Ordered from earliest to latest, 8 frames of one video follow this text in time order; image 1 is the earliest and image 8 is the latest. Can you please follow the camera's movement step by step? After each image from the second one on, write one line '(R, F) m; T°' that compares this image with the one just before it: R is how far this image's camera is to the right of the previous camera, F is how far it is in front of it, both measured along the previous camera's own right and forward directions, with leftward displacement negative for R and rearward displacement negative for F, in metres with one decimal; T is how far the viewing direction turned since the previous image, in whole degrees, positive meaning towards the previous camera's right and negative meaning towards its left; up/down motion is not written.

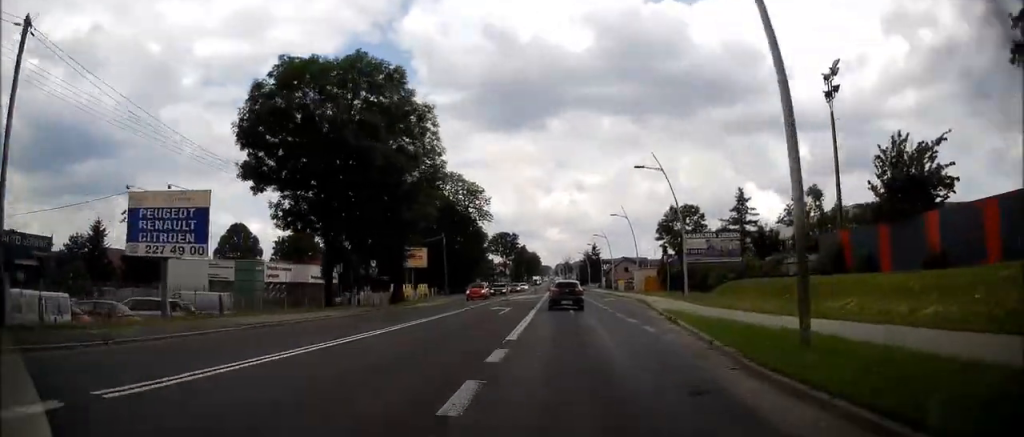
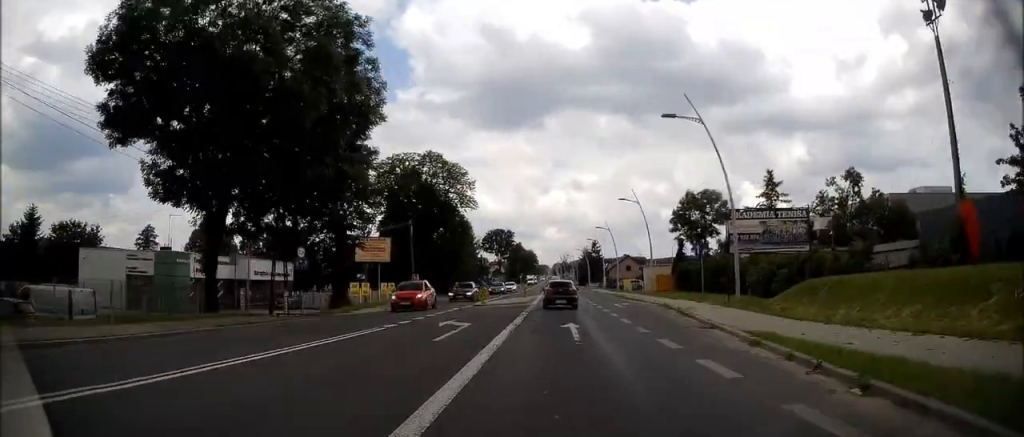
(-0.3, +12.1) m; 0°
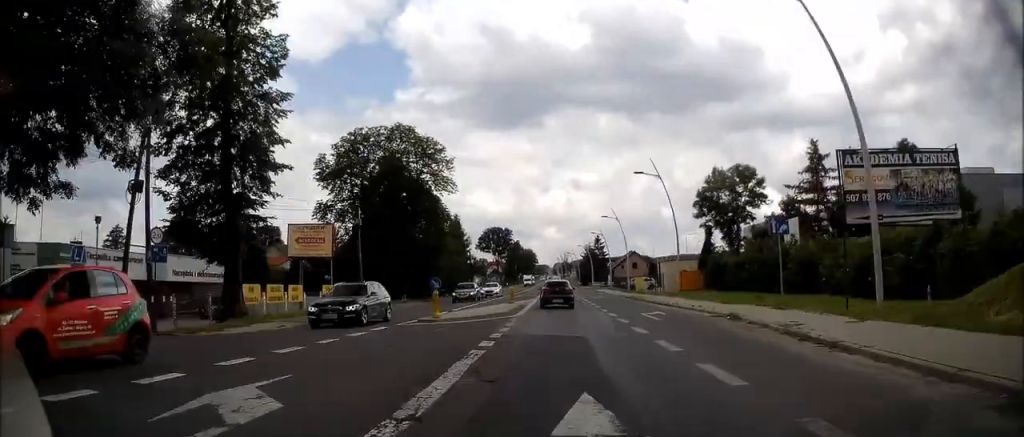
(+0.2, +12.7) m; +1°
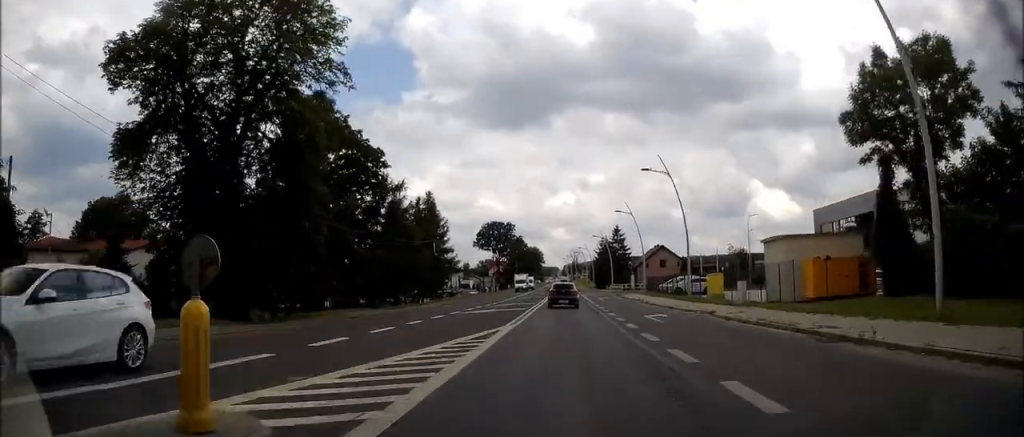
(-0.2, +29.9) m; -2°
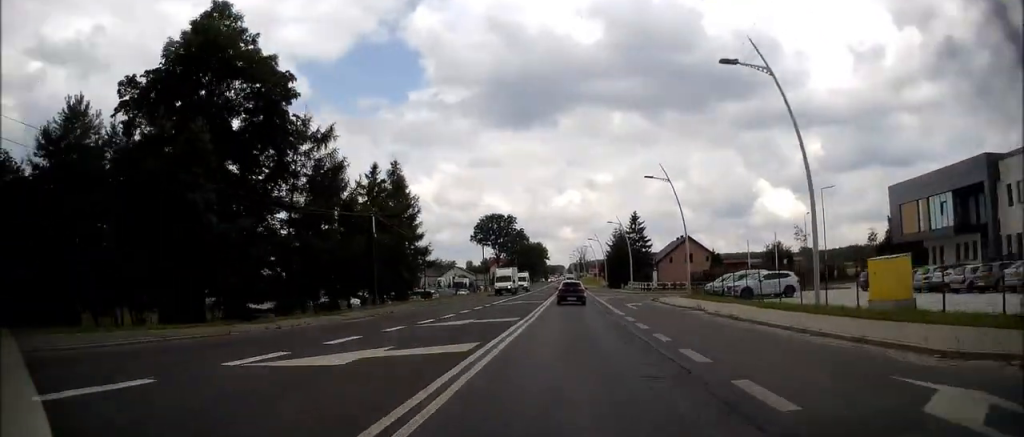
(-0.1, +19.9) m; 0°
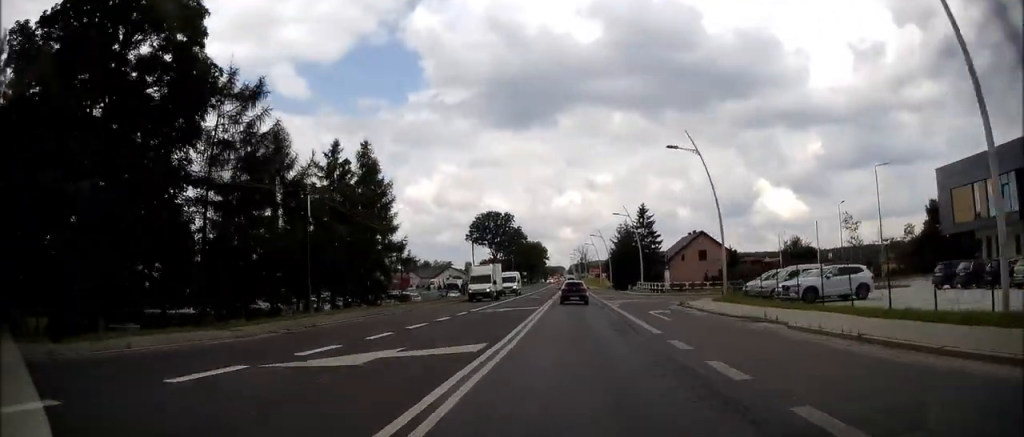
(0.0, +9.8) m; 0°
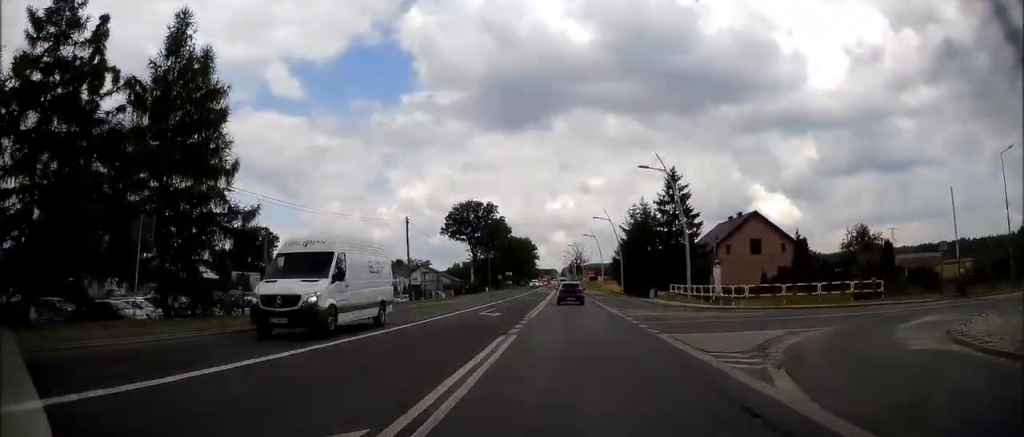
(+0.3, +28.3) m; +1°
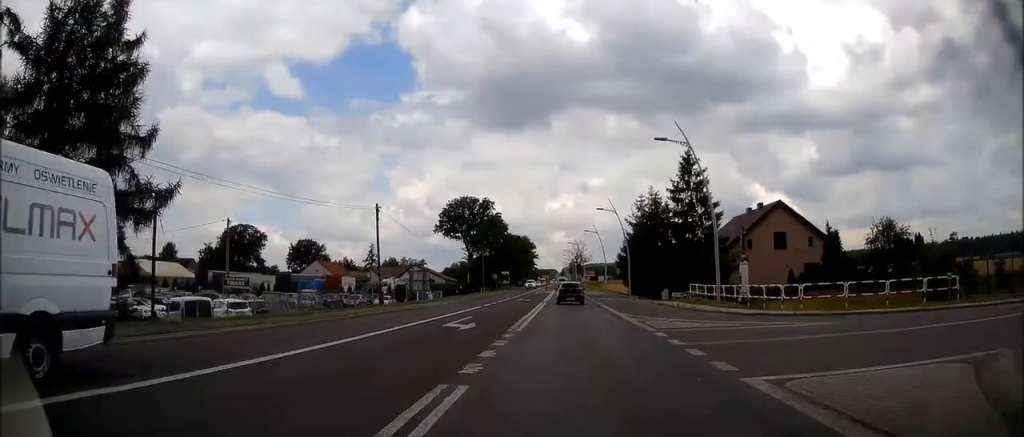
(0.0, +7.4) m; 0°
